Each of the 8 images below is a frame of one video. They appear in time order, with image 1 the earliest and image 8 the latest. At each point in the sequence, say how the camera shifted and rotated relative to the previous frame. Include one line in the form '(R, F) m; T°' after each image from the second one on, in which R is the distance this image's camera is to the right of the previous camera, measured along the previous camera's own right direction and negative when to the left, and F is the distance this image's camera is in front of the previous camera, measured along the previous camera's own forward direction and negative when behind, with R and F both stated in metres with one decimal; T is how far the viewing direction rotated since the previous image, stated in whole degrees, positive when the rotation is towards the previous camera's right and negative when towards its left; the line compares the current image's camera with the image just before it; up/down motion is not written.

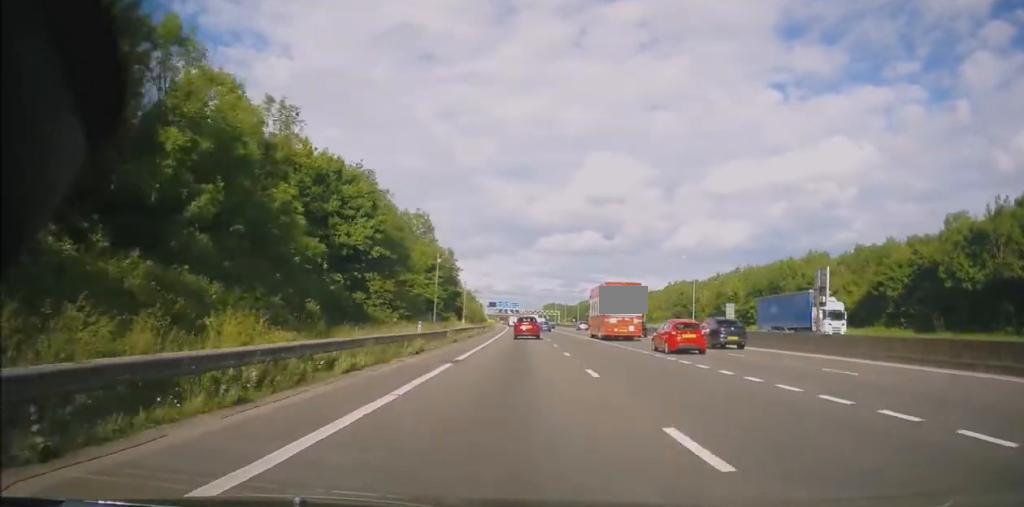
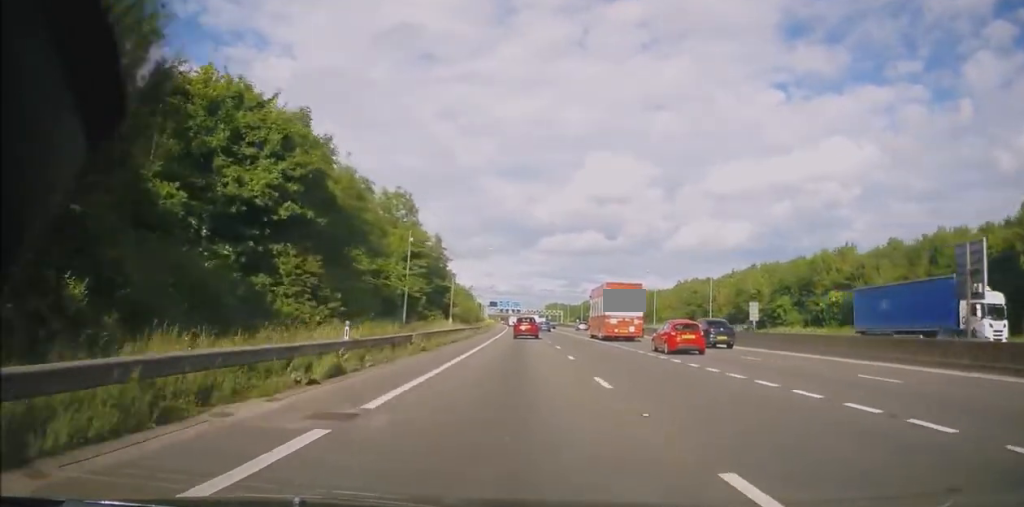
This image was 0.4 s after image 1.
(+0.2, +11.0) m; +1°
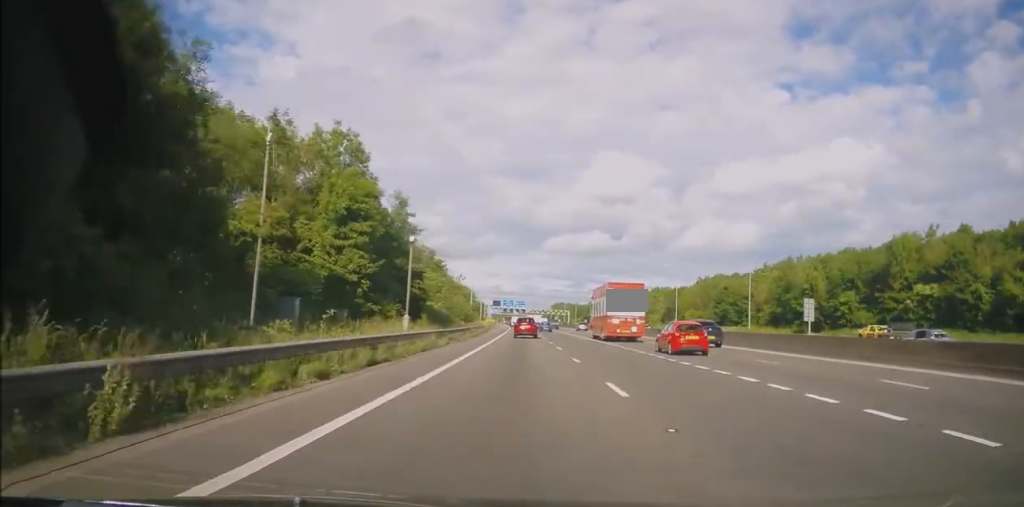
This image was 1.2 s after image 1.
(+0.2, +18.7) m; 0°
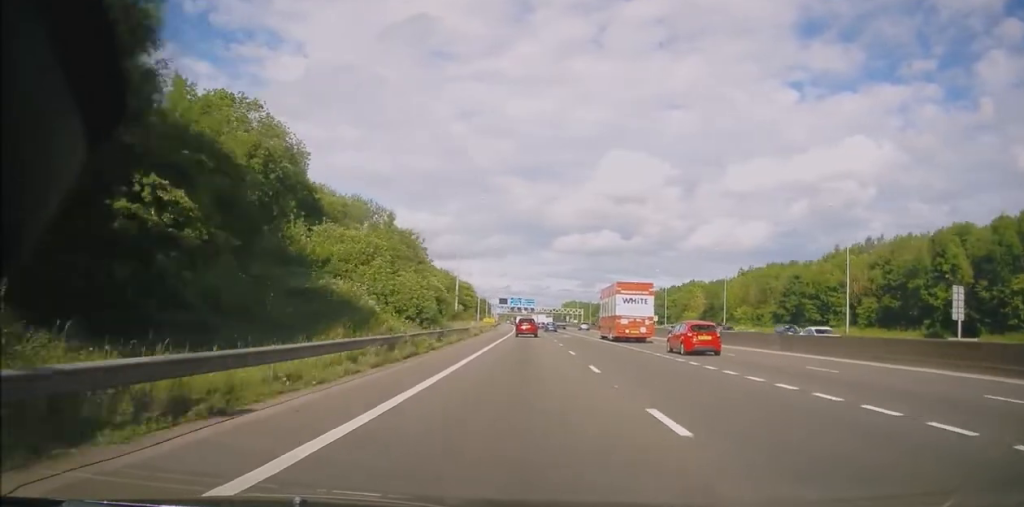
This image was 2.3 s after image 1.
(-0.7, +30.1) m; -2°
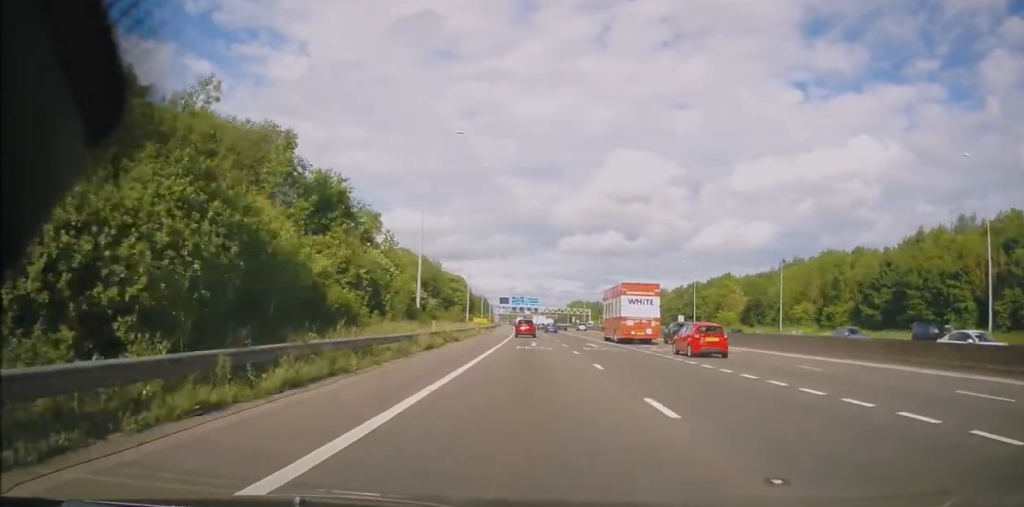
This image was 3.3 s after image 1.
(-0.1, +25.2) m; 0°
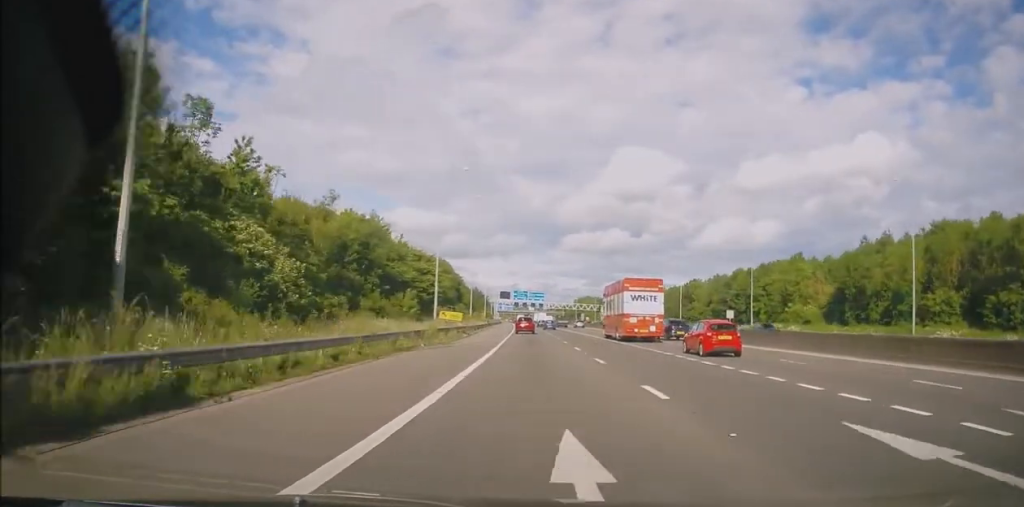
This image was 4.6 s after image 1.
(+0.4, +33.4) m; 0°
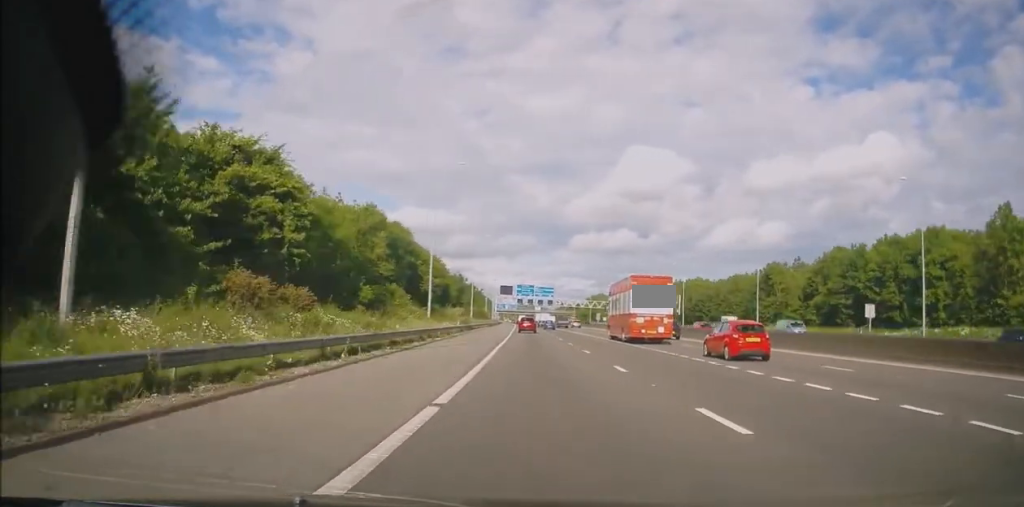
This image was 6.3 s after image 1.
(-0.9, +47.3) m; -1°
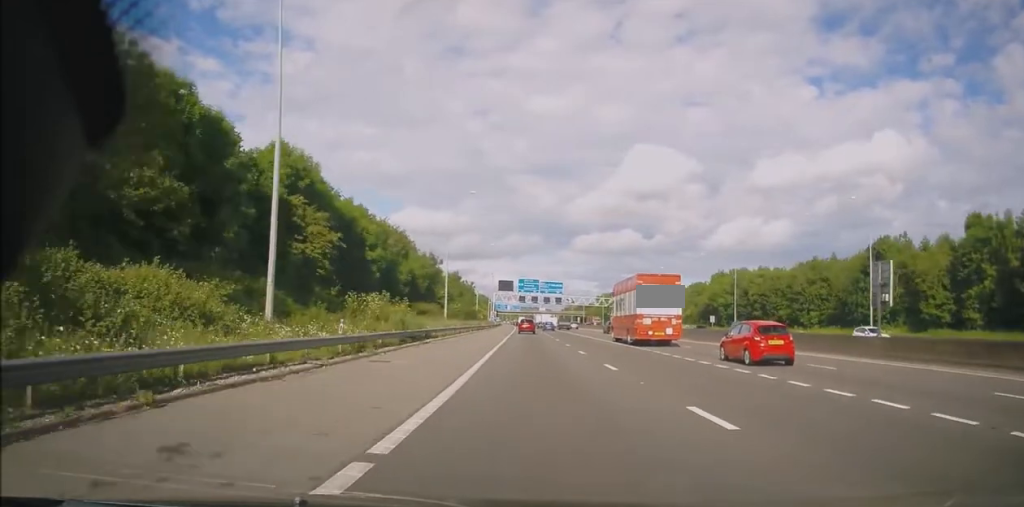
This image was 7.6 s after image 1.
(-0.1, +34.9) m; +1°
